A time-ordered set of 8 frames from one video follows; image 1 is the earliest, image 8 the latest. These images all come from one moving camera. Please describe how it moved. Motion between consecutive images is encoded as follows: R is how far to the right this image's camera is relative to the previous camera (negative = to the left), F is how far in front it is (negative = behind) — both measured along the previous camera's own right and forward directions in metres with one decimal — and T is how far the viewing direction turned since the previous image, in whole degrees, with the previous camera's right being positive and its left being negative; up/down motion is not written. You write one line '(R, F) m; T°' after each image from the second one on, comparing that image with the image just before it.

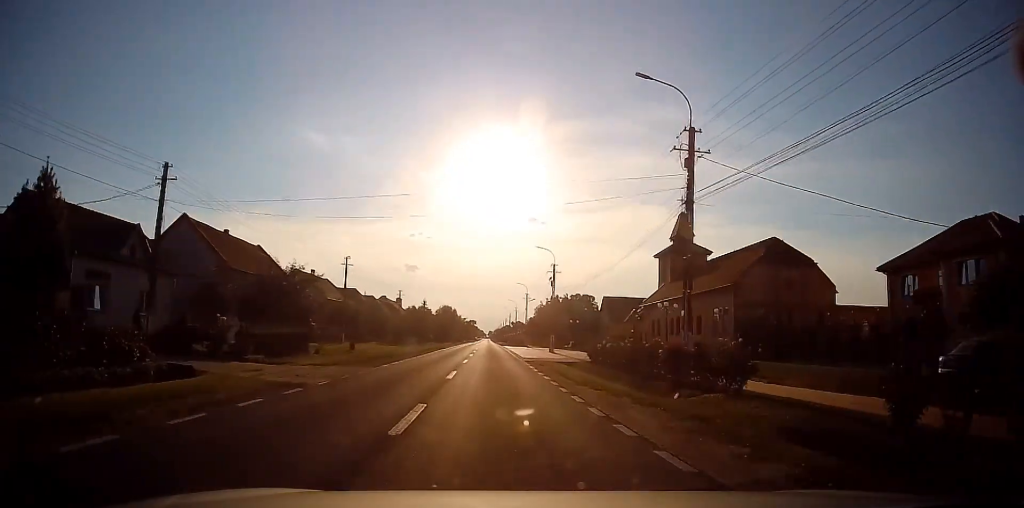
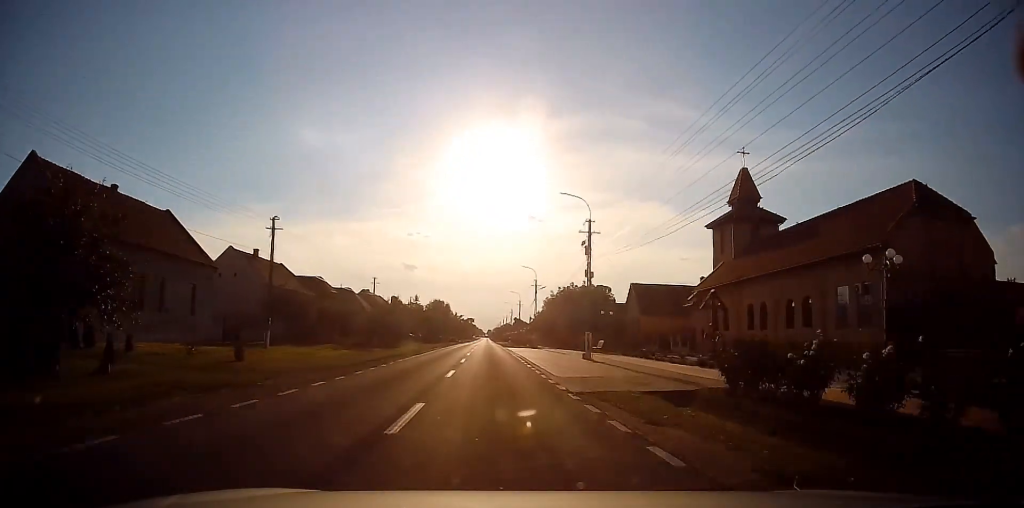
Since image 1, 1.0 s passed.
(+0.1, +17.7) m; -1°
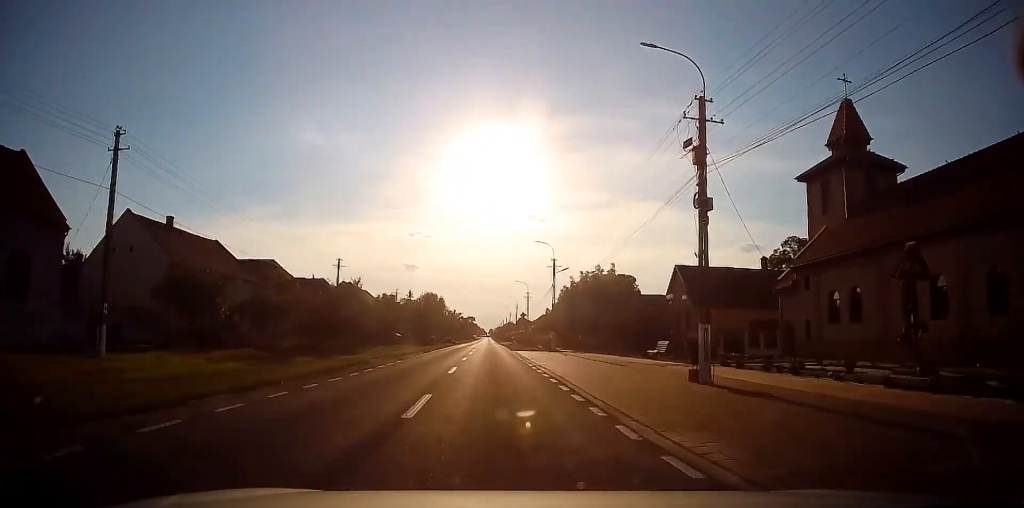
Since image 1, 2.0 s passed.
(-0.3, +16.7) m; -1°
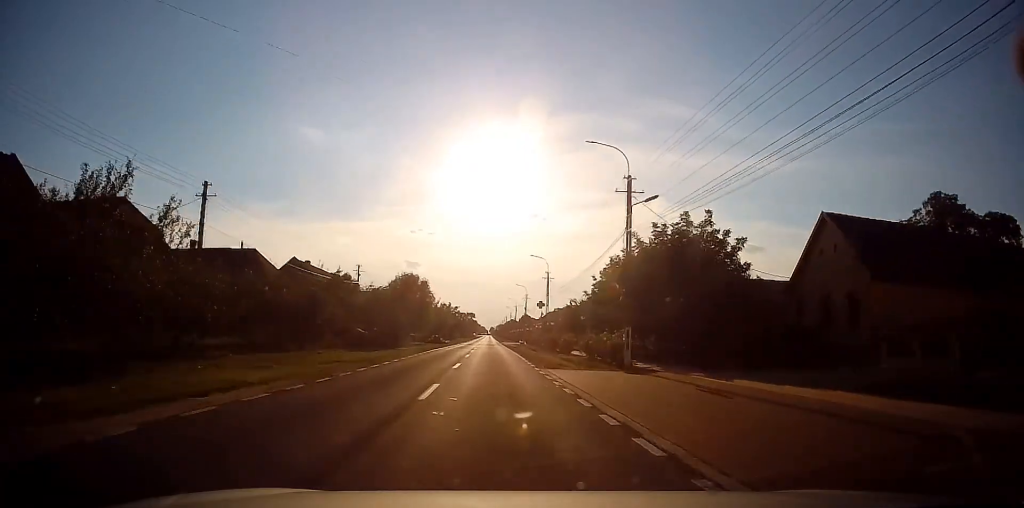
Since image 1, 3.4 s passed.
(0.0, +24.9) m; +1°
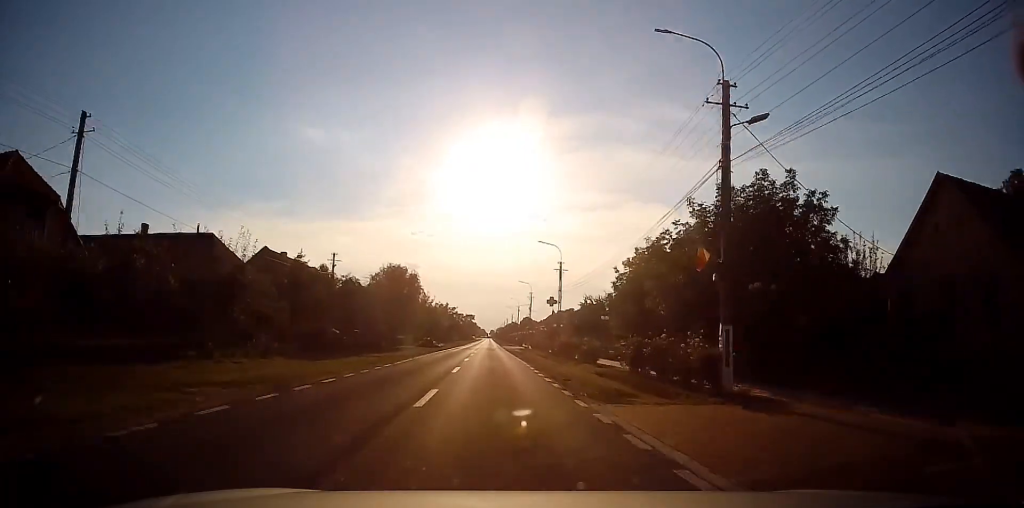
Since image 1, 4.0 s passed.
(0.0, +9.5) m; 0°
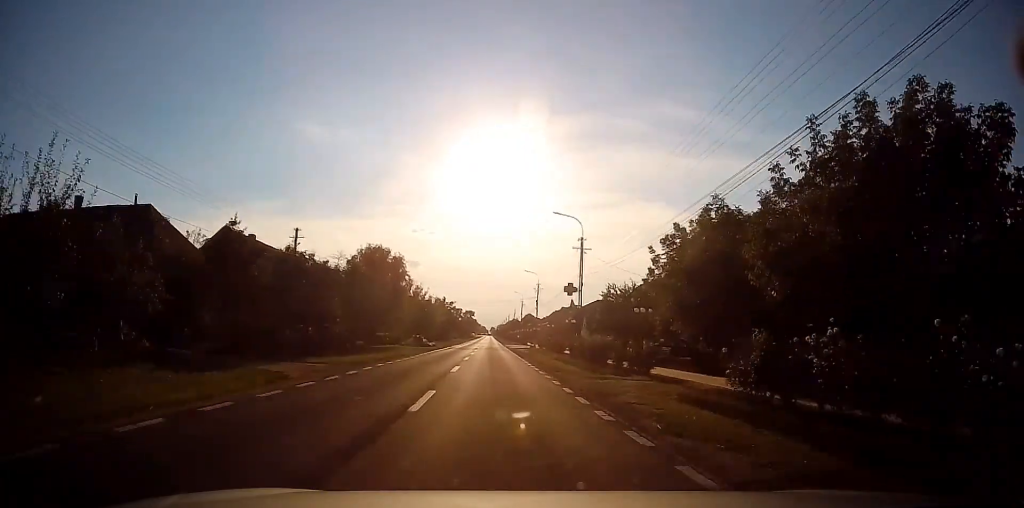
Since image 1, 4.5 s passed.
(0.0, +9.8) m; 0°
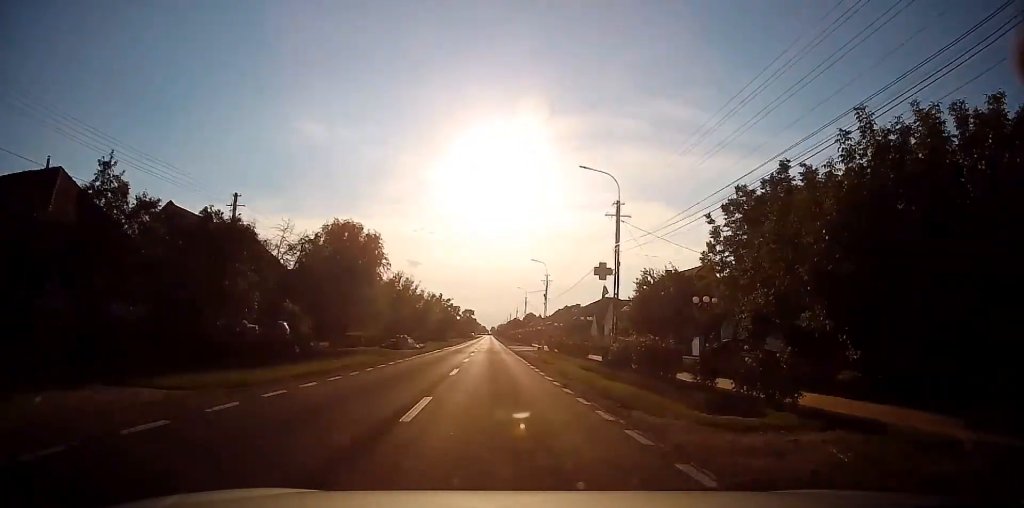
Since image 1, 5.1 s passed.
(-0.1, +9.9) m; 0°
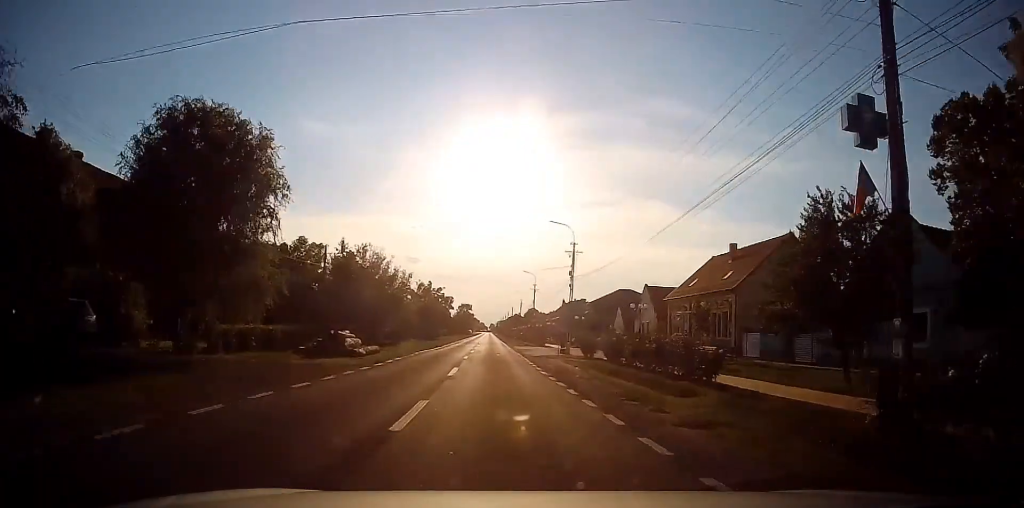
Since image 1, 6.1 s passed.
(0.0, +18.5) m; -1°
